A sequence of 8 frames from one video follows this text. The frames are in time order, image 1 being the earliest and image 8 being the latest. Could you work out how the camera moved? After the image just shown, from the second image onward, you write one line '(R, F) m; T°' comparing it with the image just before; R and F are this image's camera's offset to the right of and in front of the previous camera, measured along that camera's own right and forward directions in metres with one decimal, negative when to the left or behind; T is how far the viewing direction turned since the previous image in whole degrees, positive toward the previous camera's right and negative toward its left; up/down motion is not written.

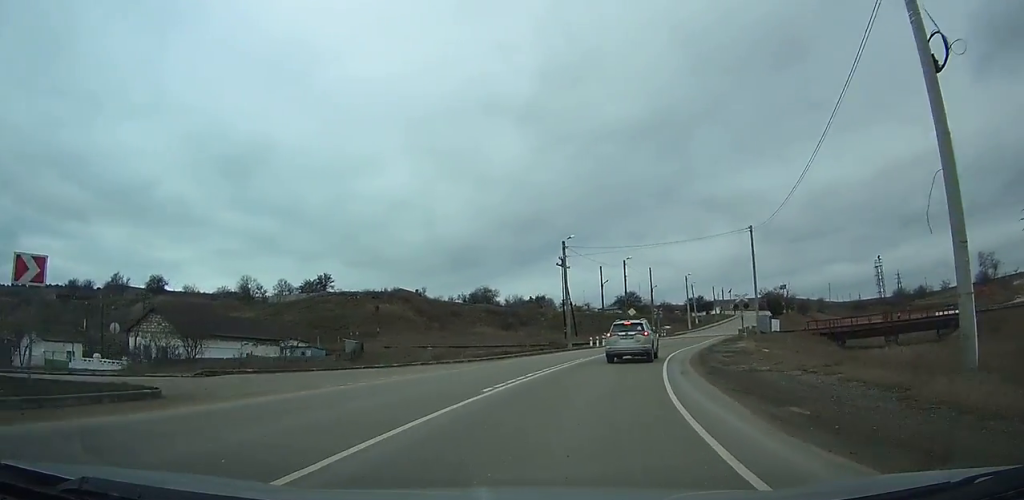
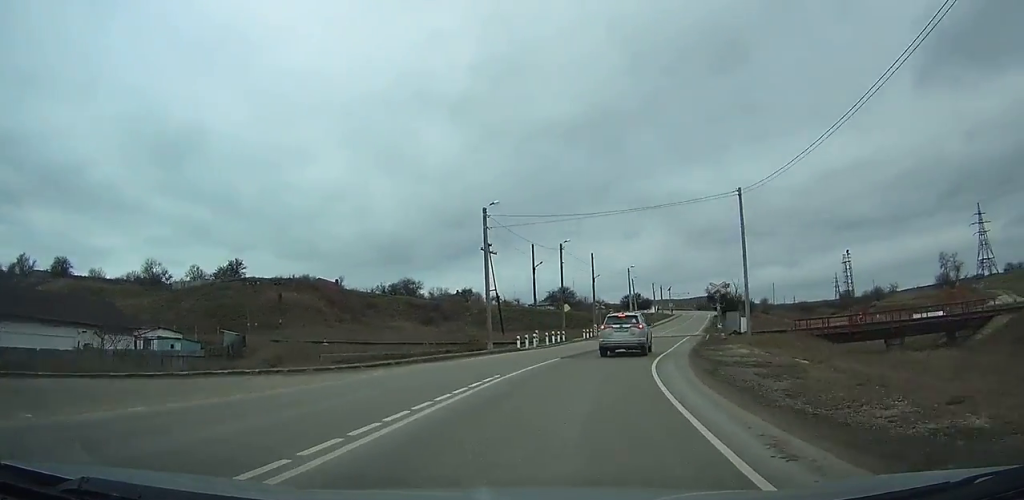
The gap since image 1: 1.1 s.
(+0.8, +10.0) m; +7°
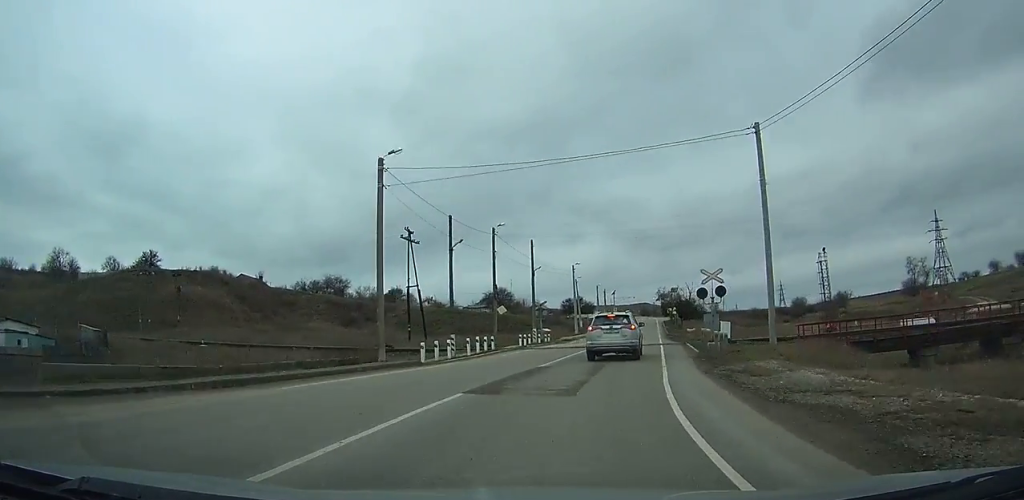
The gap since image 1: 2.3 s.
(+0.6, +9.3) m; +6°
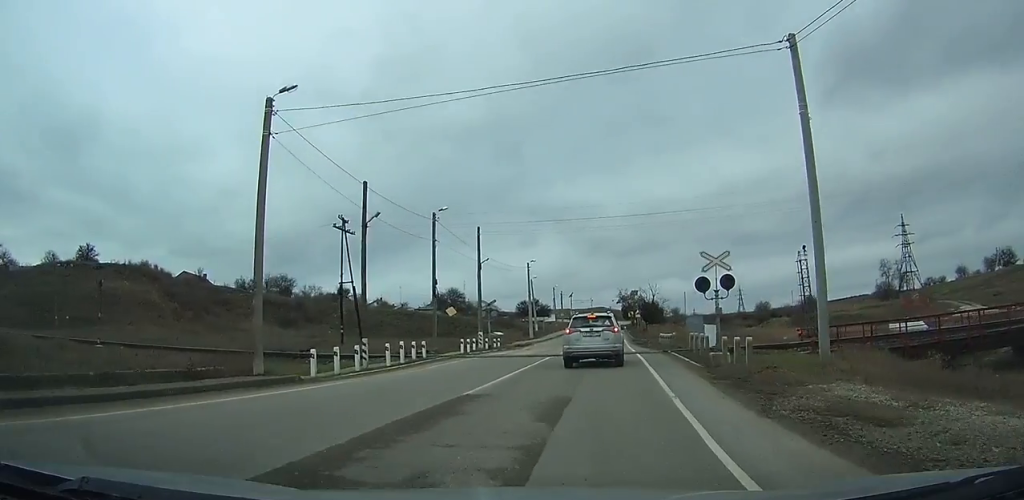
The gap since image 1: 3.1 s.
(+0.3, +5.4) m; +3°
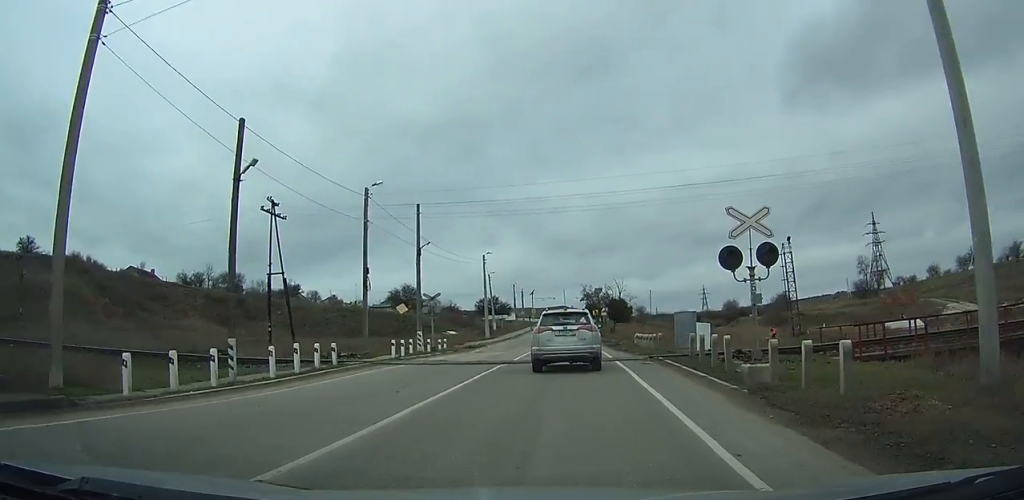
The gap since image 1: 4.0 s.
(+0.4, +5.9) m; +2°
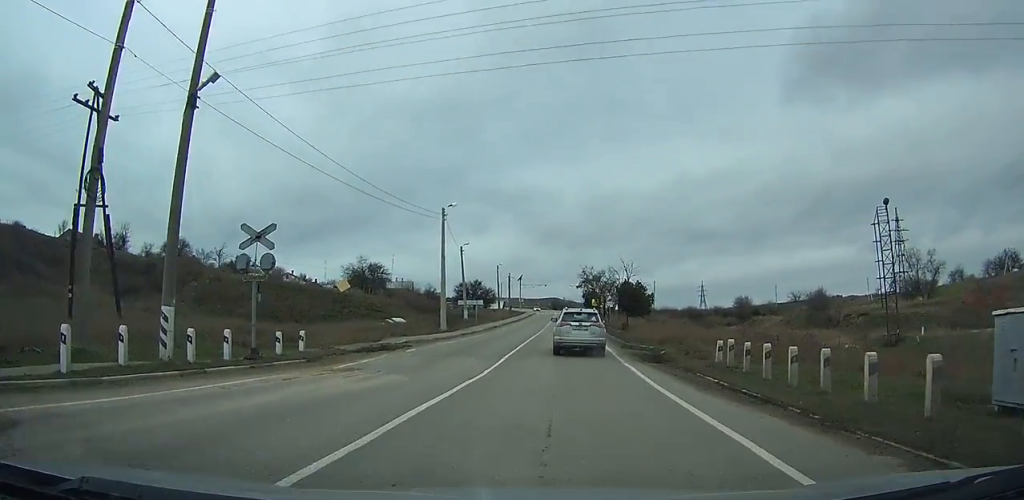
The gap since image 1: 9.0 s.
(-0.2, +23.7) m; -2°
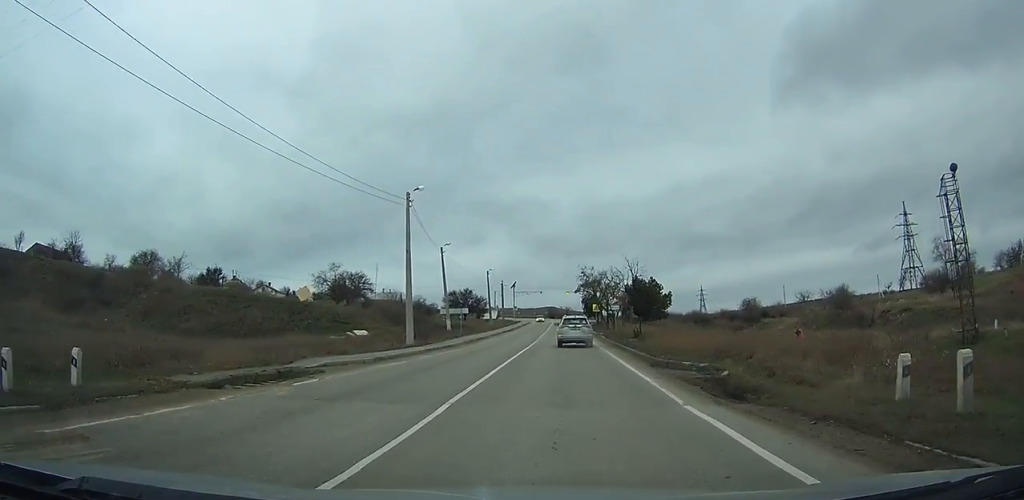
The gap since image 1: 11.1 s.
(+0.1, +11.0) m; +1°
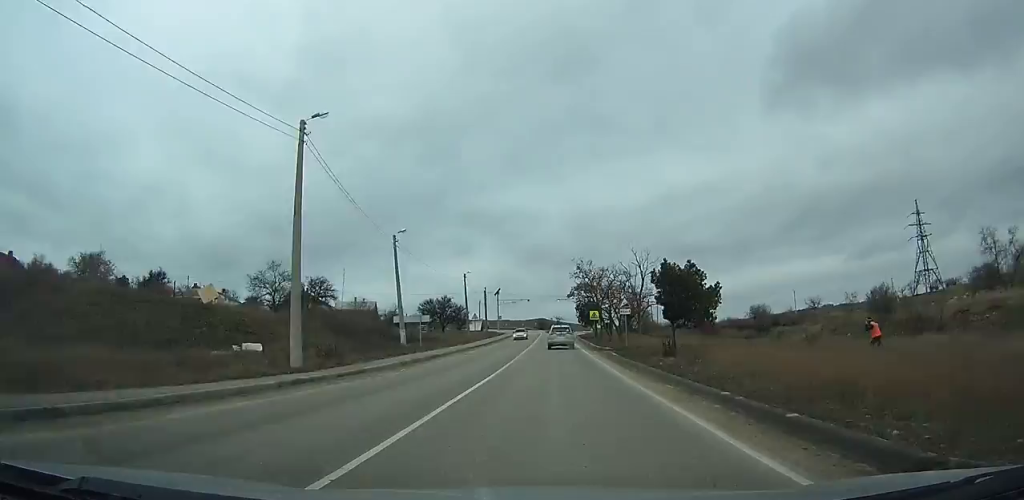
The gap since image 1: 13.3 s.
(+0.1, +15.0) m; +1°
